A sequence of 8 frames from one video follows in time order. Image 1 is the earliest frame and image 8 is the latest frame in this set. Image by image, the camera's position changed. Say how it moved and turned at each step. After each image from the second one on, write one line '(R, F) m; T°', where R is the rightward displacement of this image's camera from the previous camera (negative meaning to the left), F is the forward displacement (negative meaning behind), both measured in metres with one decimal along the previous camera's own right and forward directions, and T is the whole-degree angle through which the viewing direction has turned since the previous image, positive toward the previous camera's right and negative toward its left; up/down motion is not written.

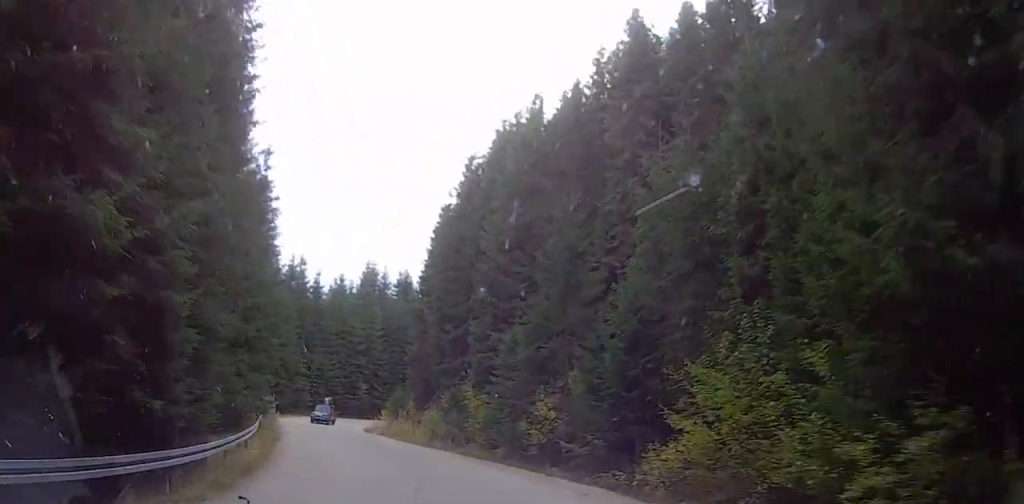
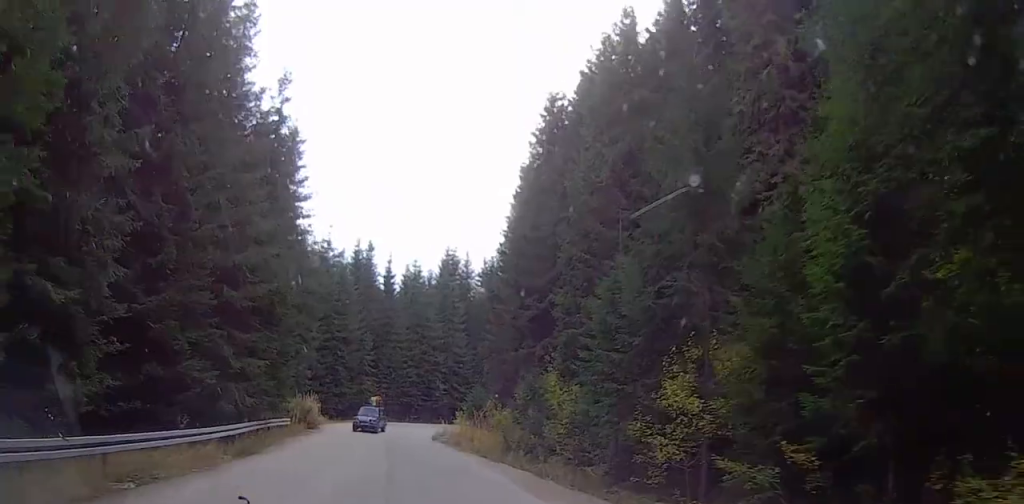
(-1.1, +11.5) m; -6°
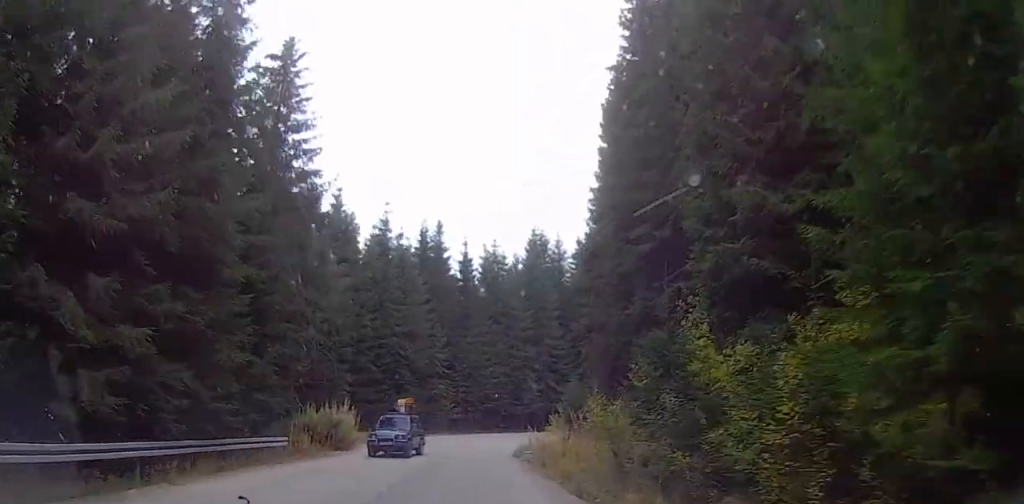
(0.0, +14.0) m; -4°
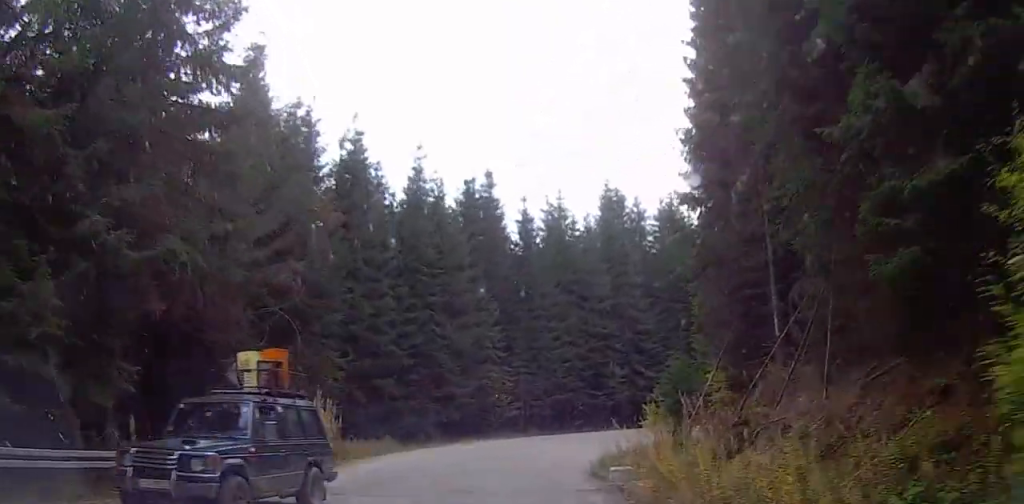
(-1.0, +13.9) m; -7°
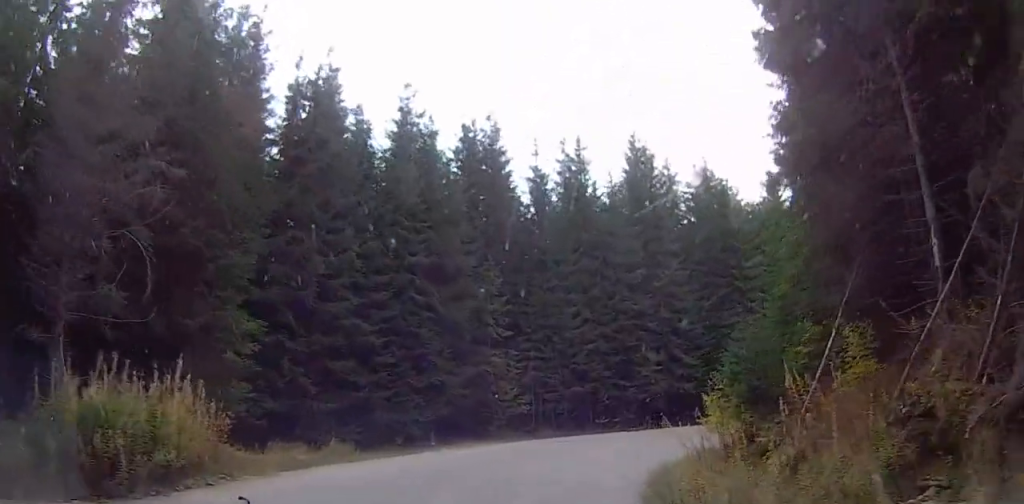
(-0.4, +9.8) m; -2°
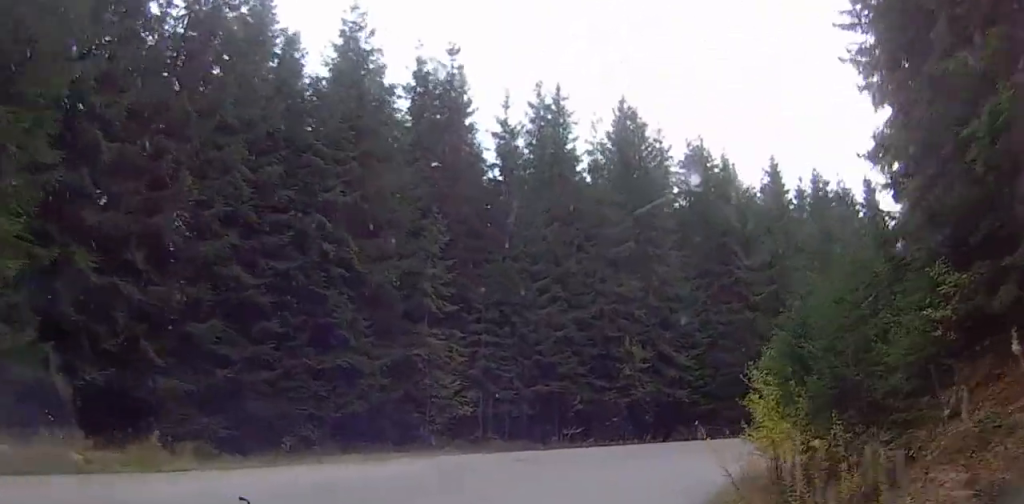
(0.0, +9.2) m; +4°
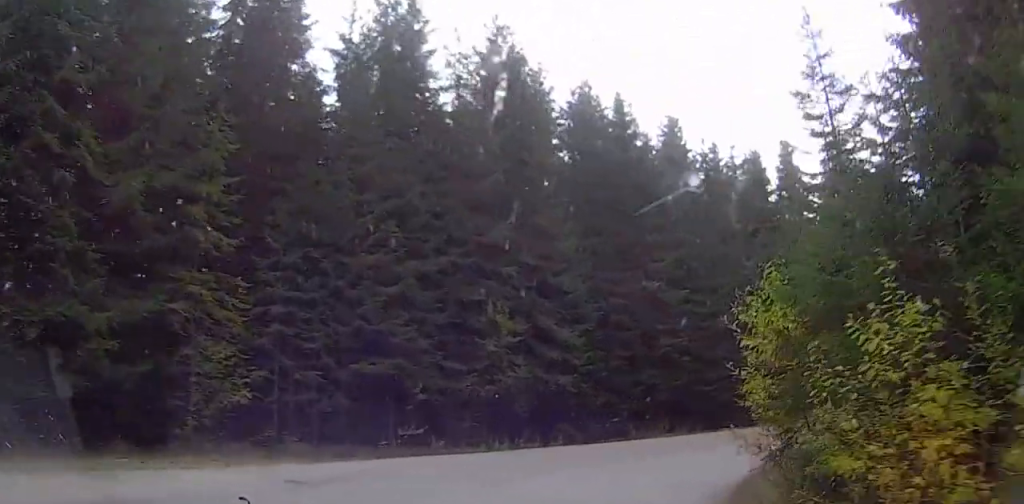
(+0.6, +9.1) m; +10°
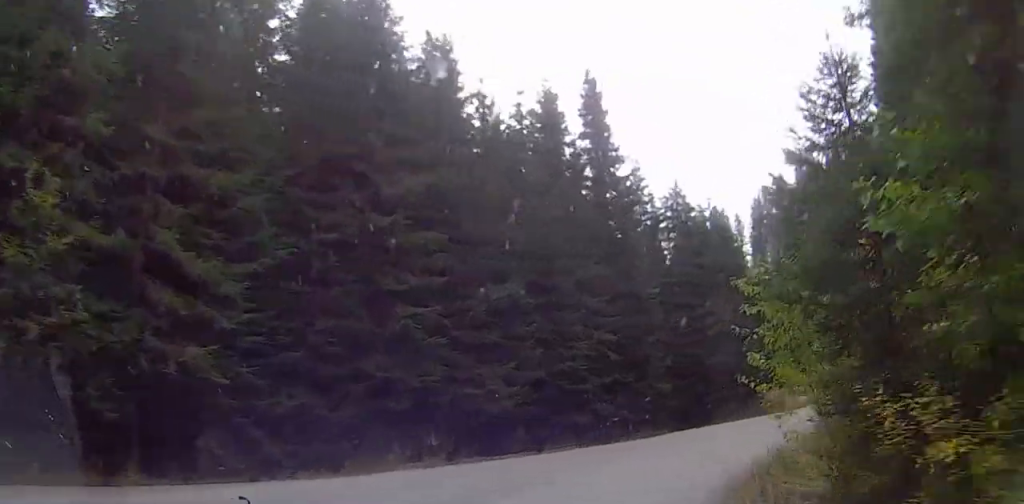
(+1.8, +12.5) m; +13°
